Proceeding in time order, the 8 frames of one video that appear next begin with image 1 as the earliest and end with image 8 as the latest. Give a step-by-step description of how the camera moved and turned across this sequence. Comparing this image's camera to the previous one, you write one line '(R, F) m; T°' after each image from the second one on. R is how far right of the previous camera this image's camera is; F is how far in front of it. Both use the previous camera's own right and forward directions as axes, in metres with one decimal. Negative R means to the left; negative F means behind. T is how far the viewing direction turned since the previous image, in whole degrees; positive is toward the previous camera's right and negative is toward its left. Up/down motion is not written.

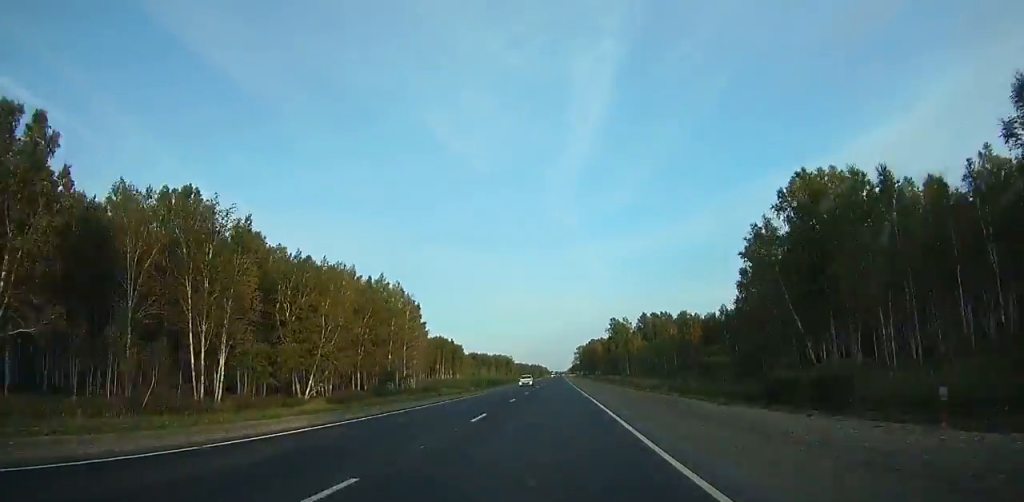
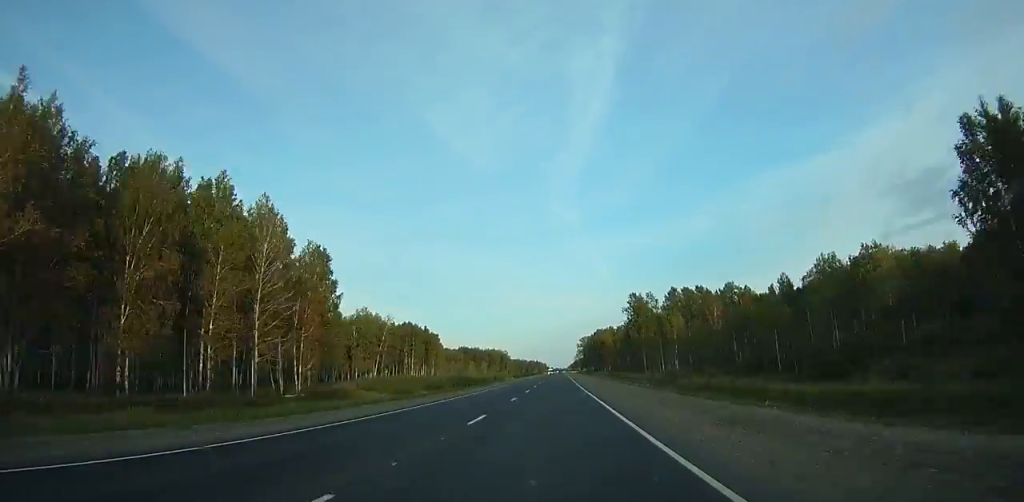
(+0.1, +64.0) m; 0°
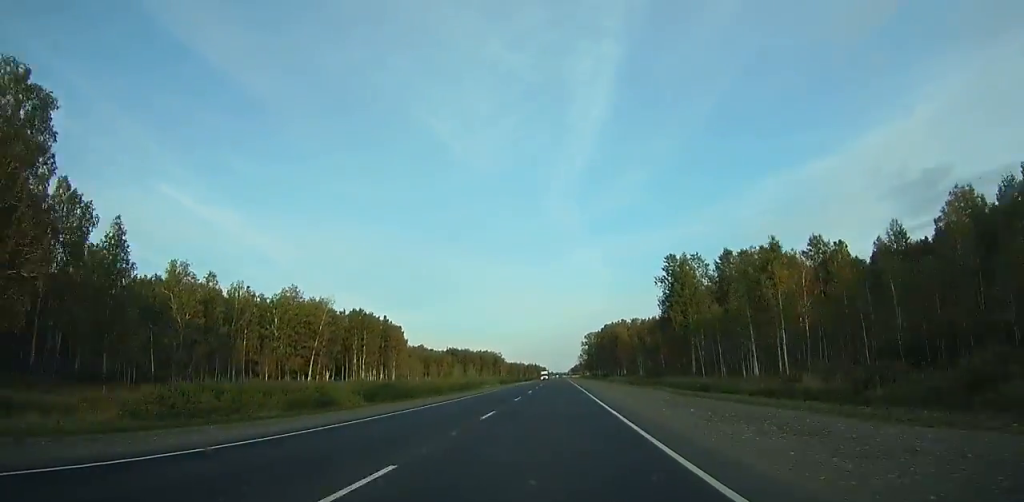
(+0.1, +61.8) m; 0°
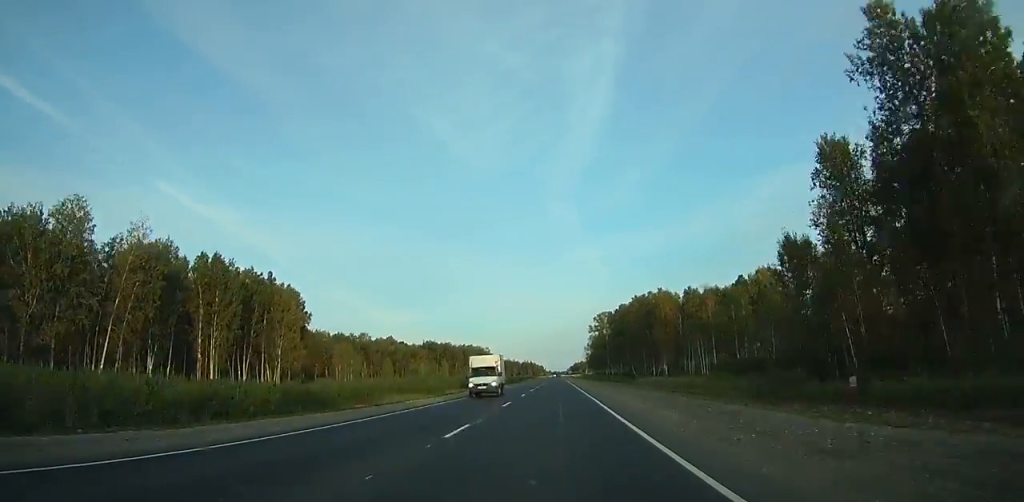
(+0.1, +81.8) m; 0°
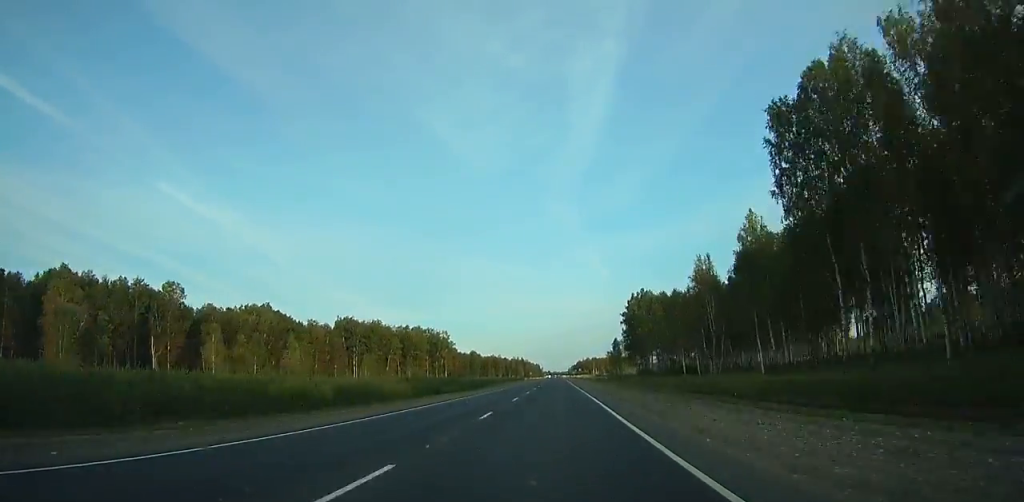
(+0.6, +170.3) m; +1°
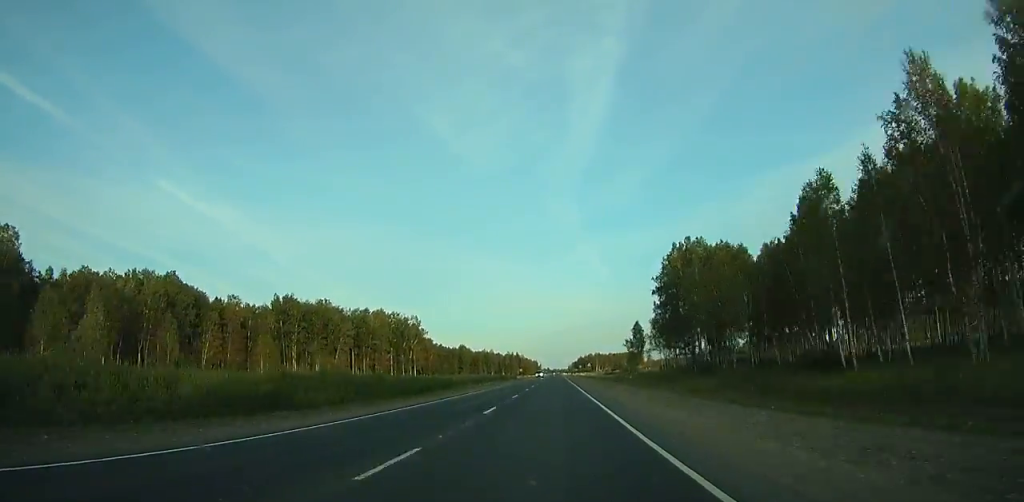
(+0.1, +57.8) m; 0°
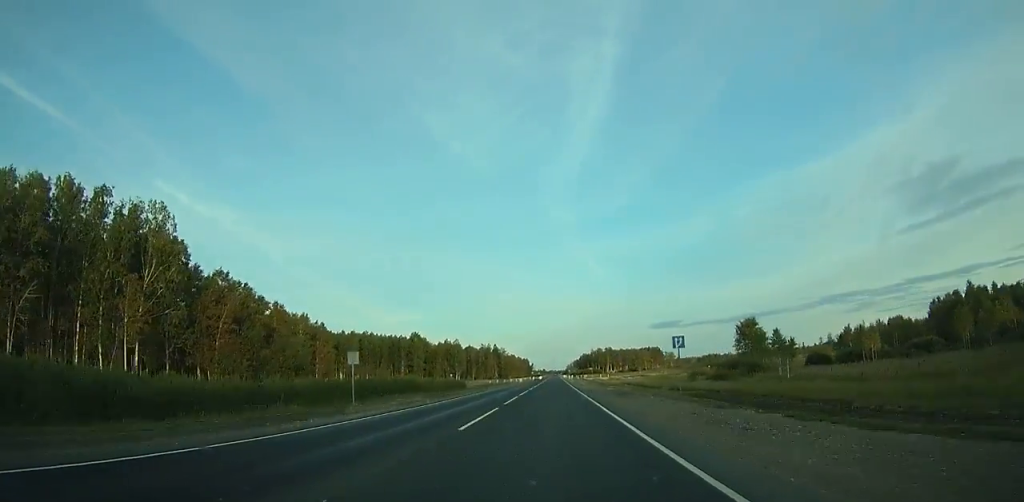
(-0.5, +140.3) m; 0°
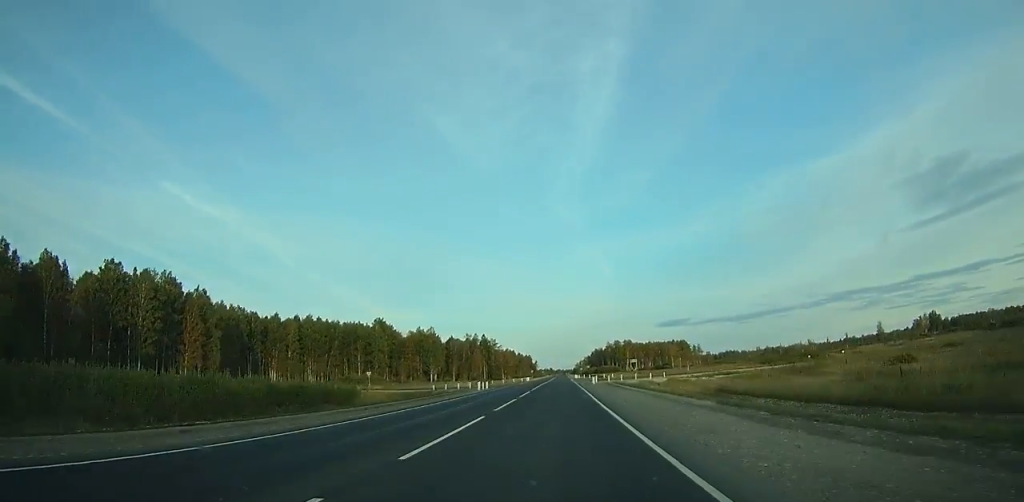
(-0.1, +68.5) m; 0°
